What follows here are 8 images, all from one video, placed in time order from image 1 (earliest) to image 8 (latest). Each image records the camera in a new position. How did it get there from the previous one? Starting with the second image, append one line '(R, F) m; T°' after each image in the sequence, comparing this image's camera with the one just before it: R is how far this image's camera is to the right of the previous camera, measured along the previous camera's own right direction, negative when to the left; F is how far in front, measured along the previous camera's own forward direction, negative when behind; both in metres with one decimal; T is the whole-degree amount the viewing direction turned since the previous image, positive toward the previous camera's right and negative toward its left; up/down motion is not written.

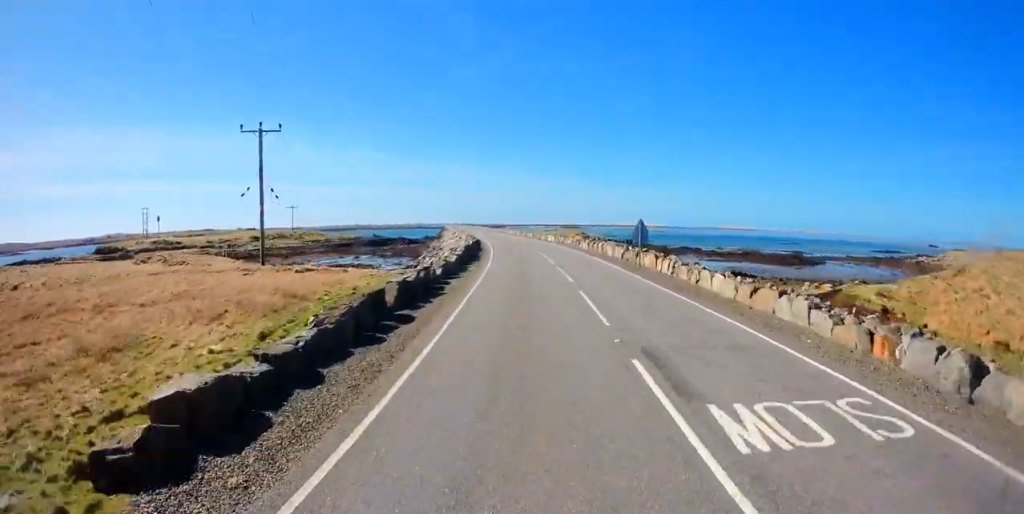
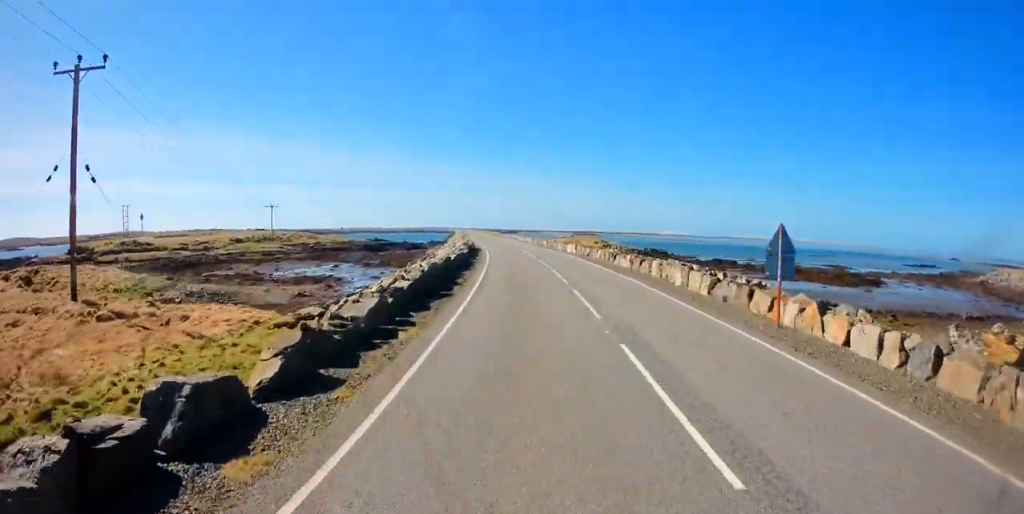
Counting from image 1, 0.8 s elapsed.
(-0.5, +16.0) m; -3°
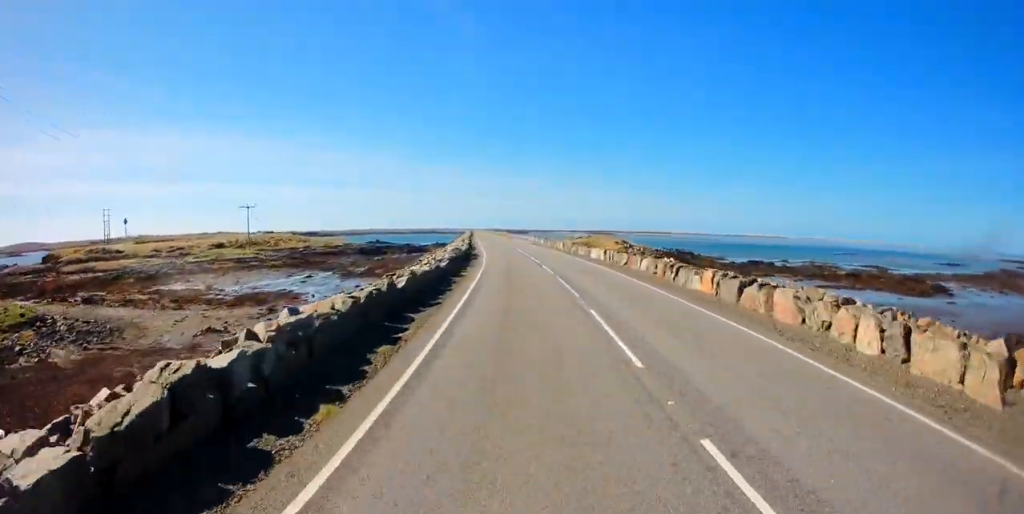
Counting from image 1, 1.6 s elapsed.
(-0.3, +14.0) m; -1°
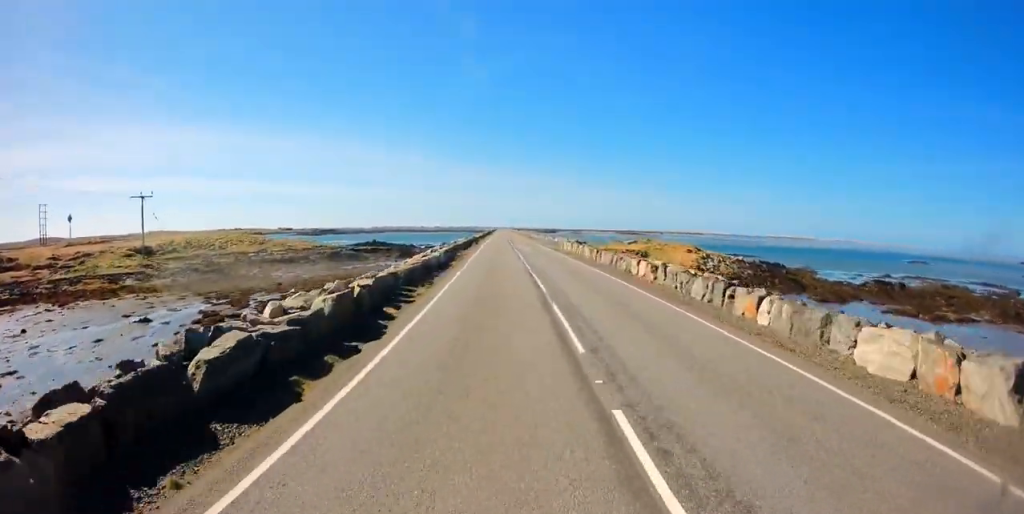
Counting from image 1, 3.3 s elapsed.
(-0.3, +33.9) m; -1°
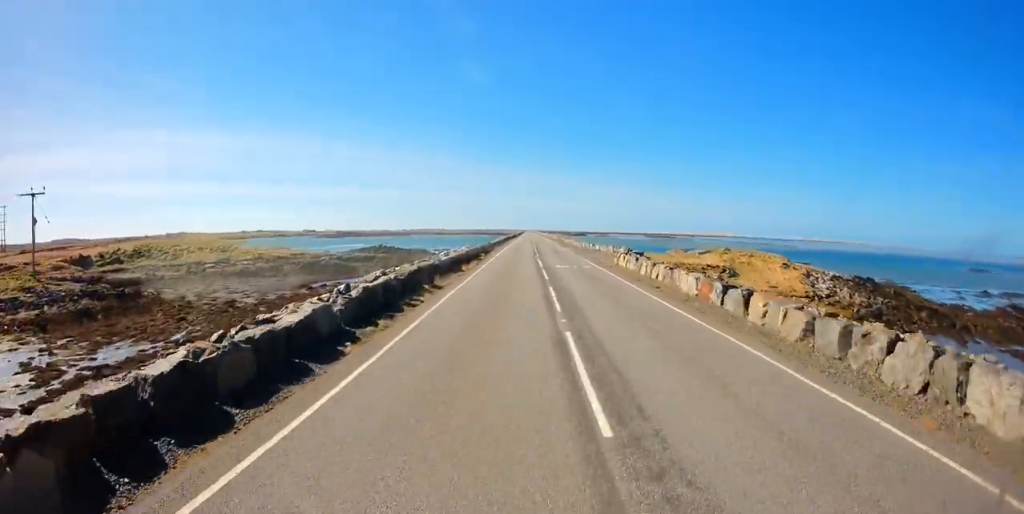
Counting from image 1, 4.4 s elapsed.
(-0.2, +21.7) m; -2°
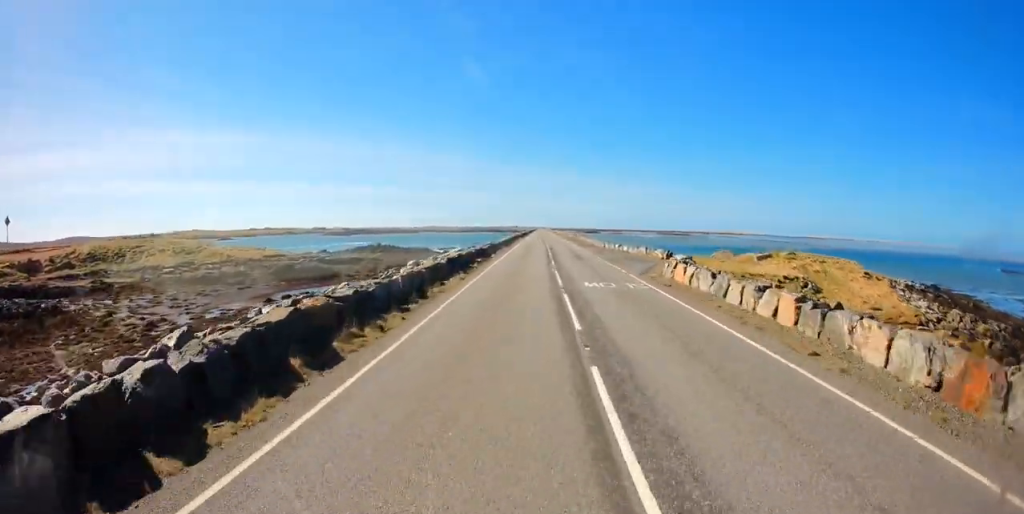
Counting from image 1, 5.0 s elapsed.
(-0.1, +12.1) m; -2°
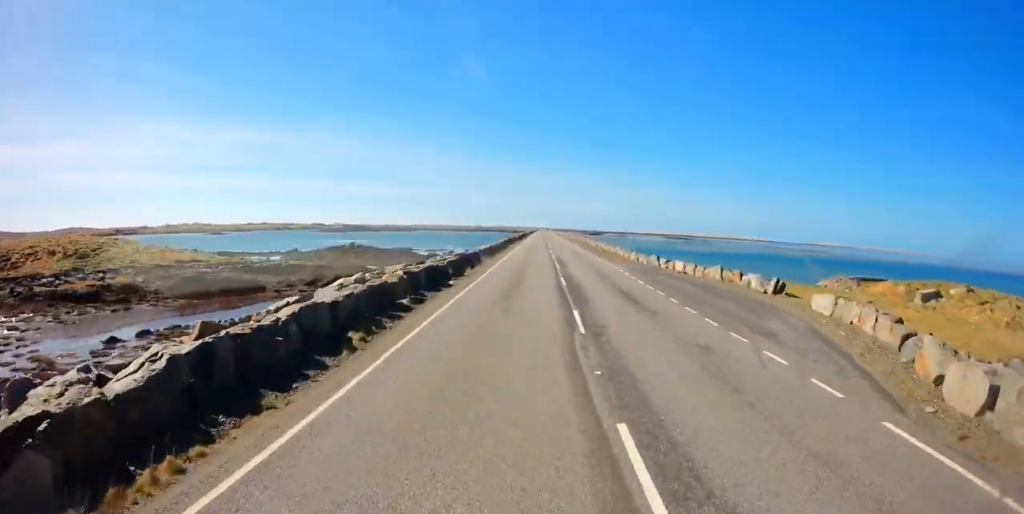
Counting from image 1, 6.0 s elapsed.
(-0.5, +20.3) m; -2°
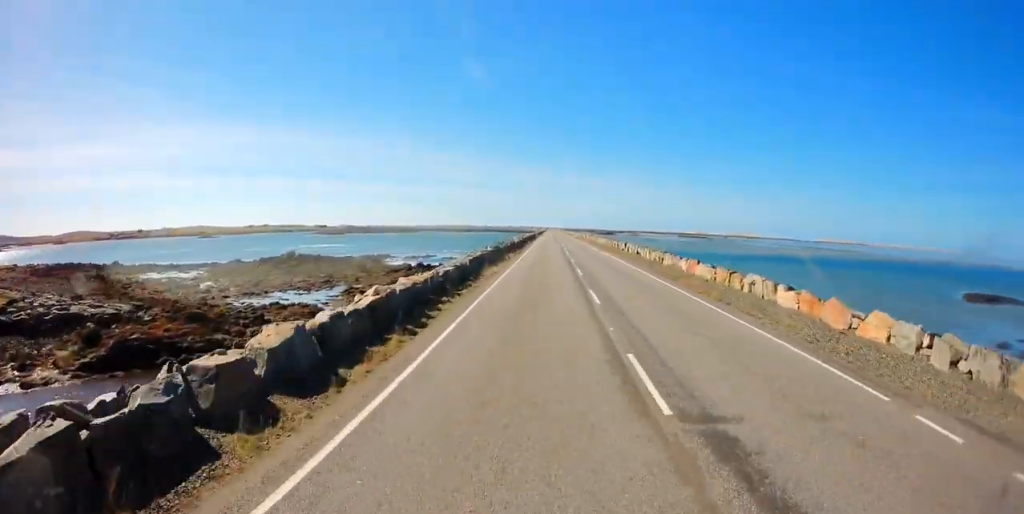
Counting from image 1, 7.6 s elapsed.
(0.0, +32.8) m; 0°
